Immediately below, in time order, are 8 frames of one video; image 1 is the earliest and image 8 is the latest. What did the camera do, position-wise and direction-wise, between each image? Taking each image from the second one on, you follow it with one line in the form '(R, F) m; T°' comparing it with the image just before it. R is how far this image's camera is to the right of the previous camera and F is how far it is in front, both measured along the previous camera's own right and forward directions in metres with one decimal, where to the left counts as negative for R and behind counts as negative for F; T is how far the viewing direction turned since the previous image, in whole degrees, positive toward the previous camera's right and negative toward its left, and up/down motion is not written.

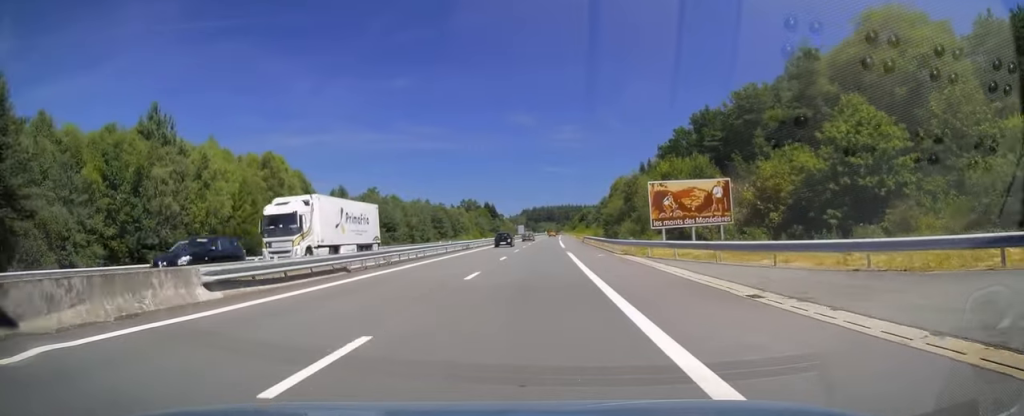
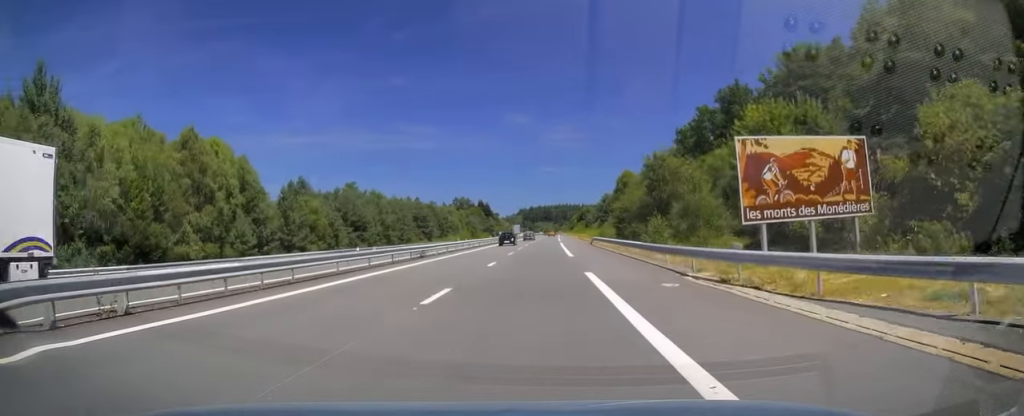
(+0.1, +19.2) m; 0°
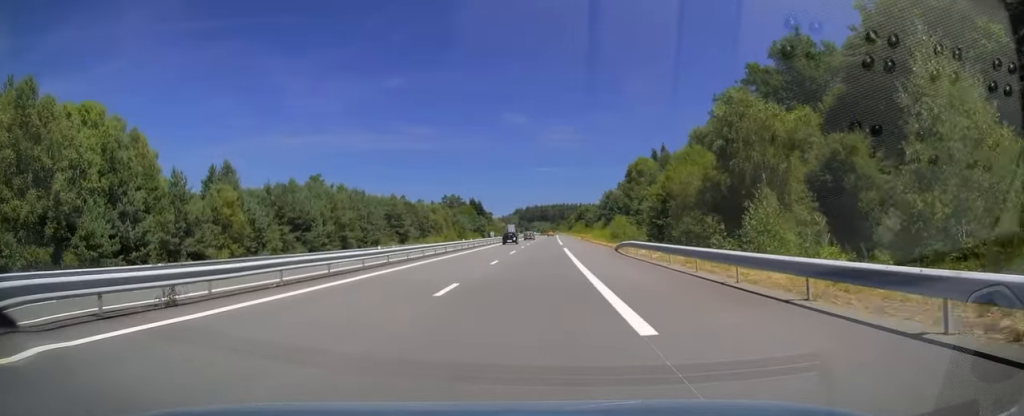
(0.0, +24.6) m; 0°
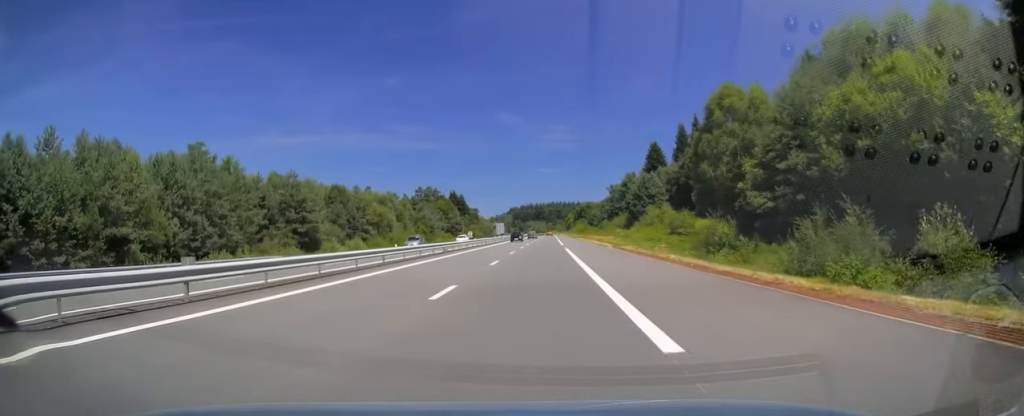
(+0.3, +53.2) m; +1°
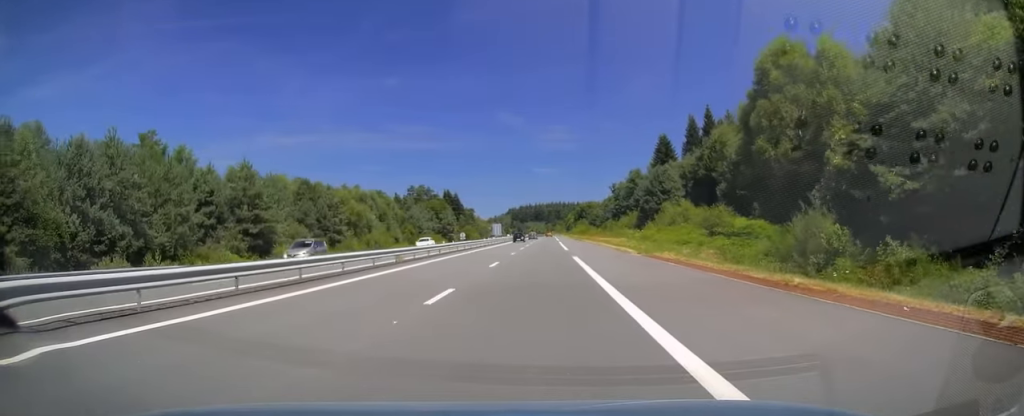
(+0.2, +13.8) m; 0°
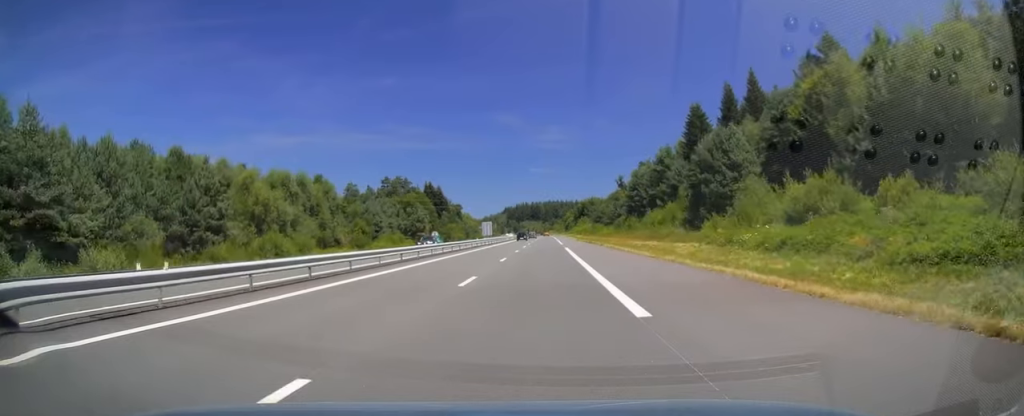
(-0.2, +35.5) m; 0°
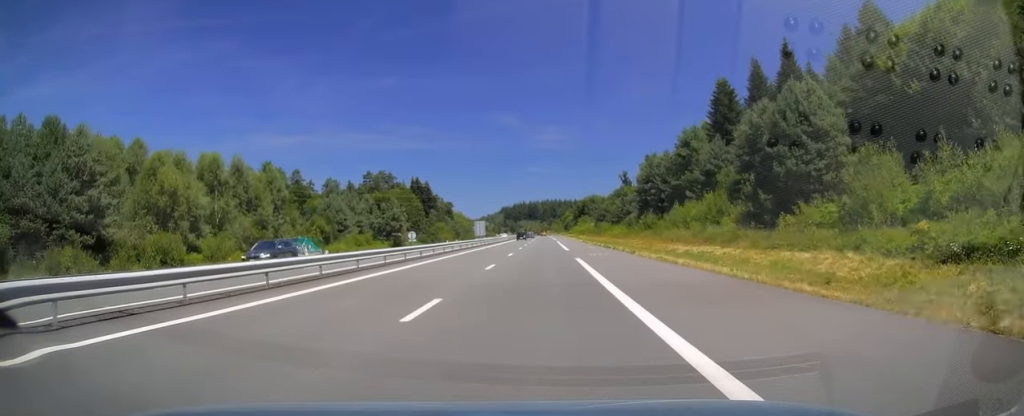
(+0.2, +19.2) m; 0°
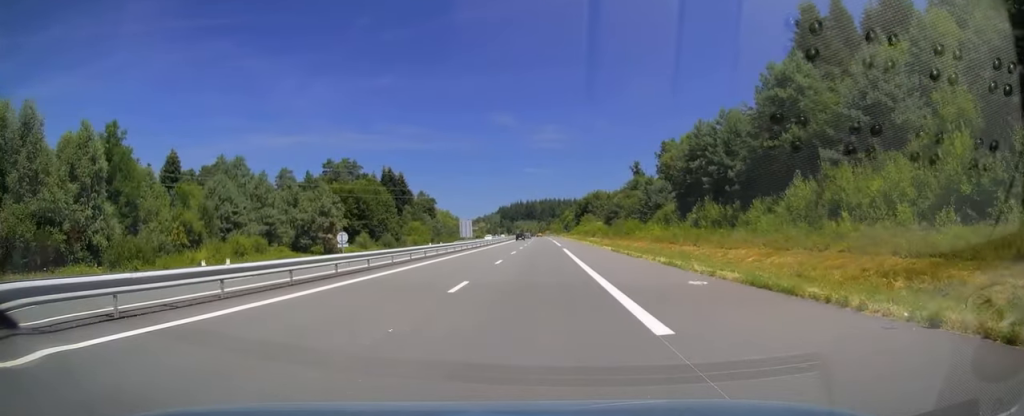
(+0.1, +34.5) m; 0°
